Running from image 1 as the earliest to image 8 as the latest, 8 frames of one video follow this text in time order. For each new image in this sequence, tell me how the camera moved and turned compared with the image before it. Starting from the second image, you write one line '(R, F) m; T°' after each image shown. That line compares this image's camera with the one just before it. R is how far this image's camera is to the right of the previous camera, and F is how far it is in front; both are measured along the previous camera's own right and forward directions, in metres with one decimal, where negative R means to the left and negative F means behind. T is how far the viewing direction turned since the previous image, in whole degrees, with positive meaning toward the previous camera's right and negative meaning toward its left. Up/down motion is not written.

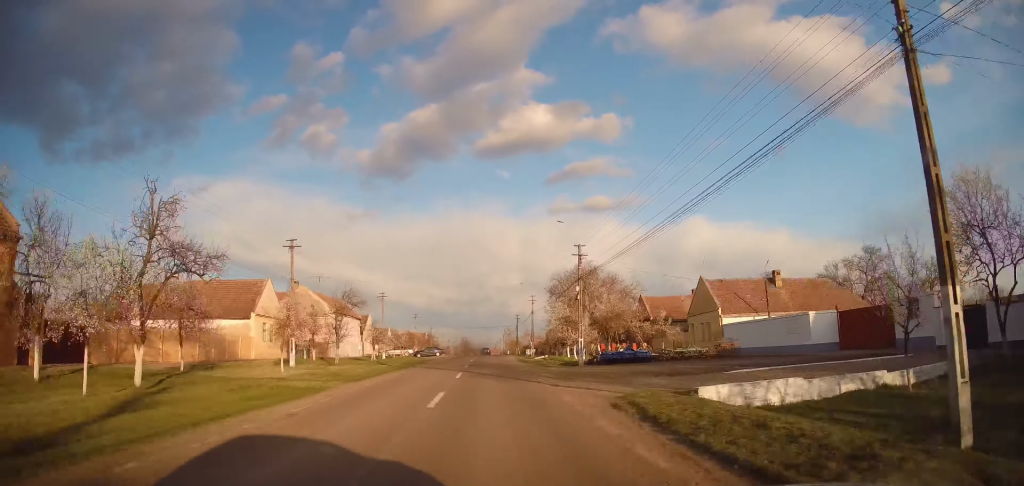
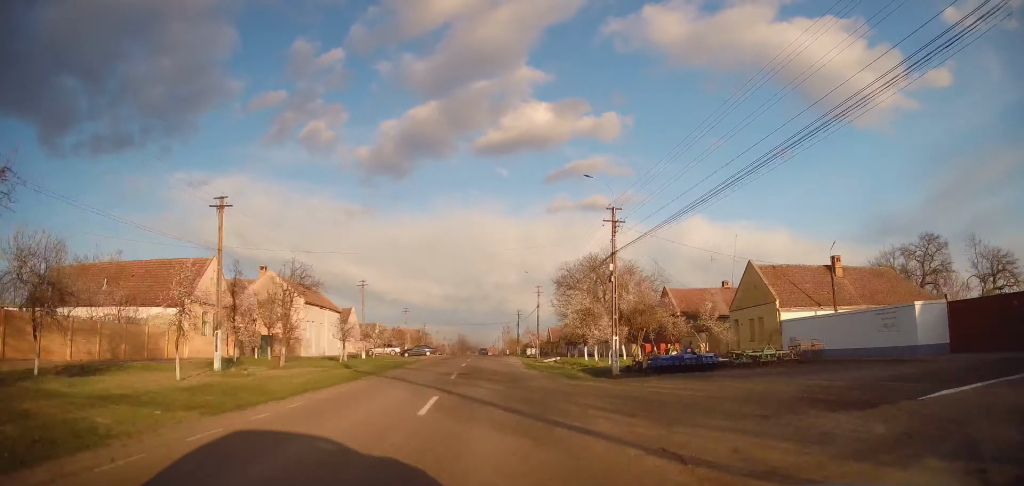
(0.0, +10.2) m; 0°
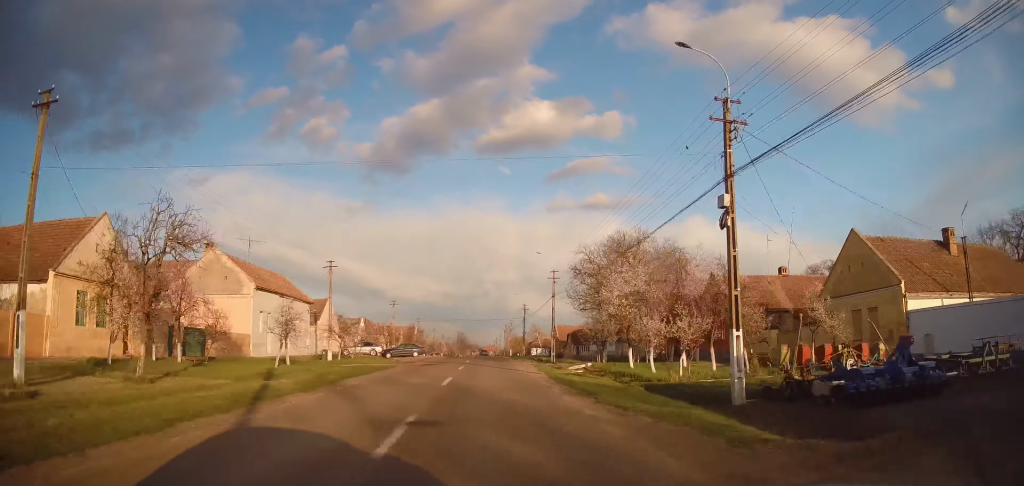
(+0.3, +13.6) m; +1°
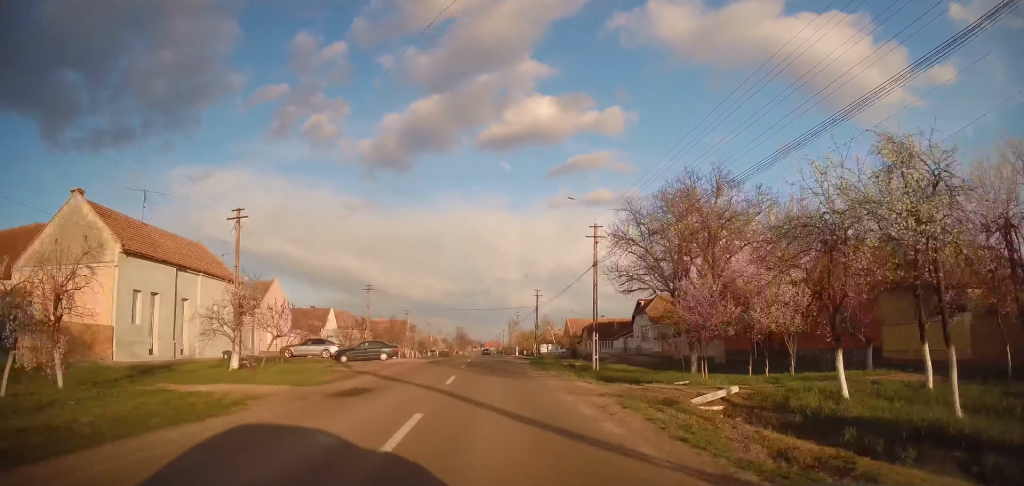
(0.0, +18.2) m; -2°
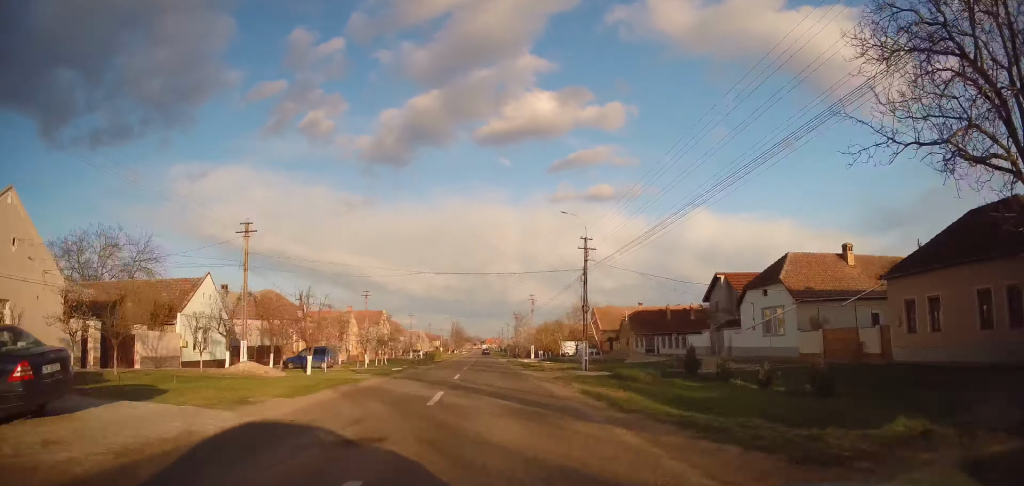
(-0.5, +31.7) m; 0°
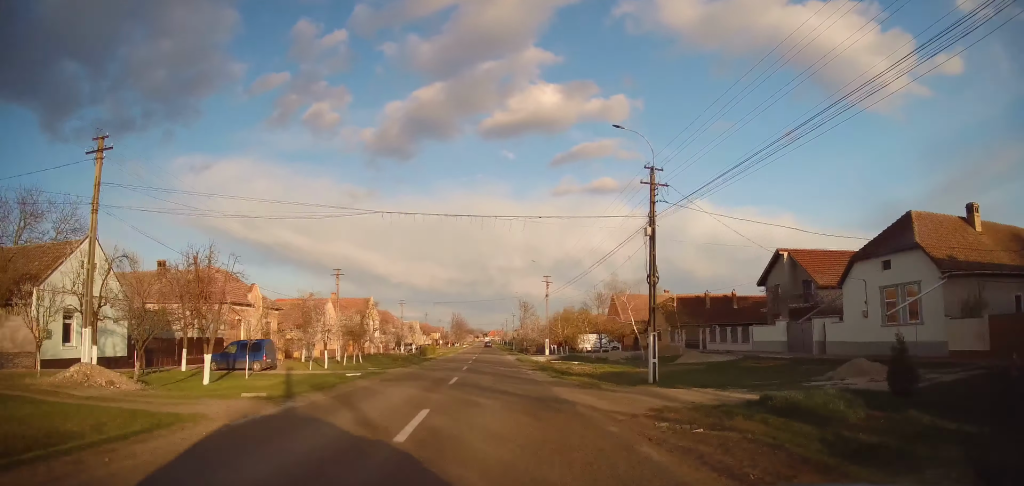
(+0.1, +12.9) m; +1°
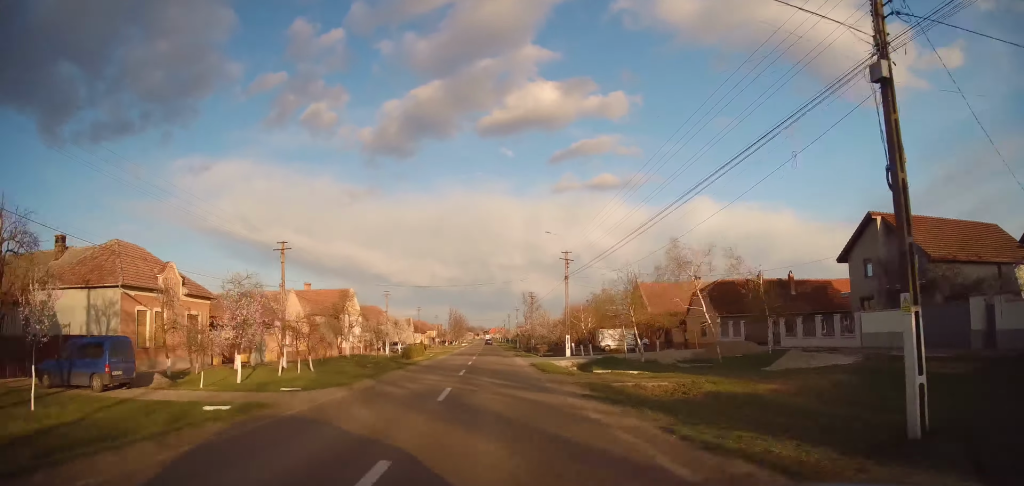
(0.0, +13.0) m; 0°
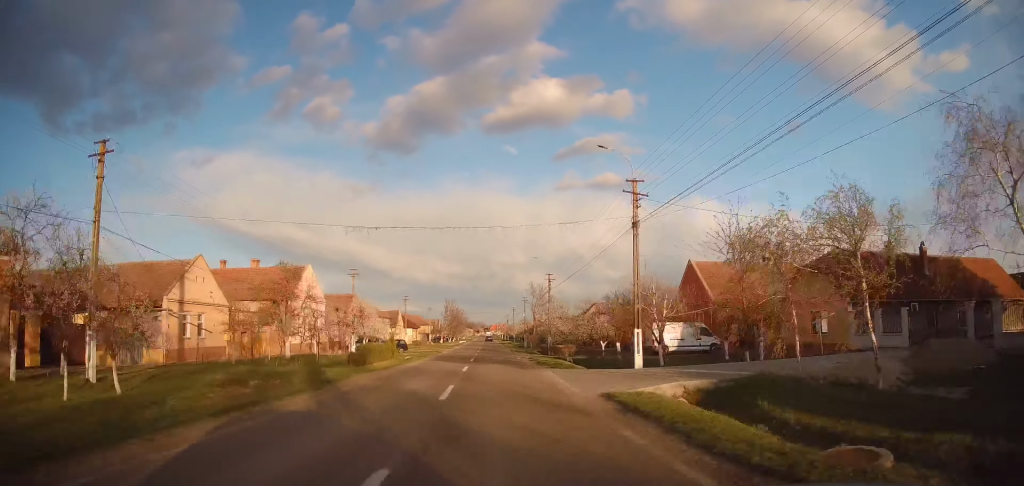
(-0.1, +18.2) m; 0°
